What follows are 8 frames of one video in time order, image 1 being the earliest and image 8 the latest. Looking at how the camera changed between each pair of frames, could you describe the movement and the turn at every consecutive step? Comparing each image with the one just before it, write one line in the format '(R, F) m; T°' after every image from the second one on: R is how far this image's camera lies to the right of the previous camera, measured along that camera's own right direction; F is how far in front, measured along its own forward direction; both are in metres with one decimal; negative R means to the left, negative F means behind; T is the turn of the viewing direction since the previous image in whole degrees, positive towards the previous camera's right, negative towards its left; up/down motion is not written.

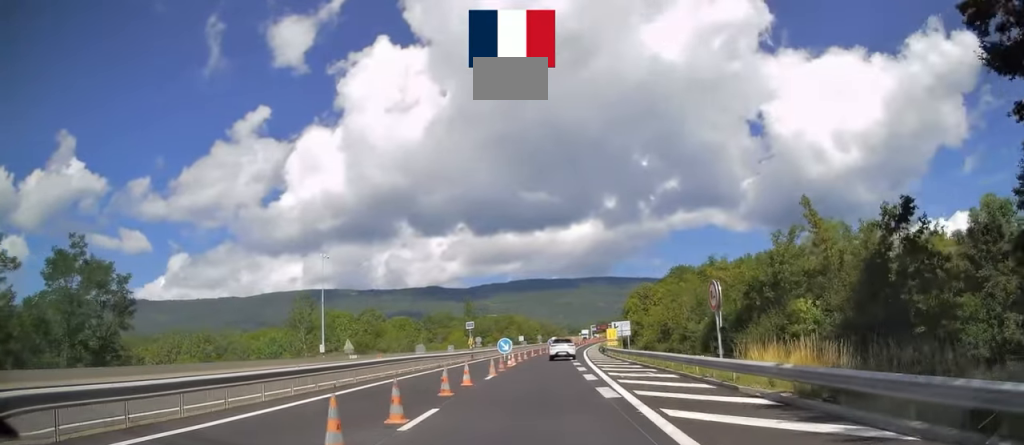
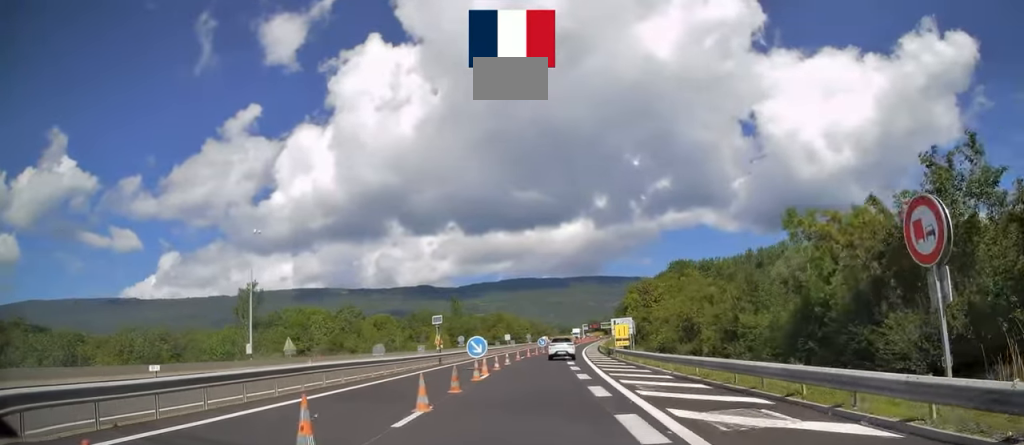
(+0.1, +12.5) m; +1°
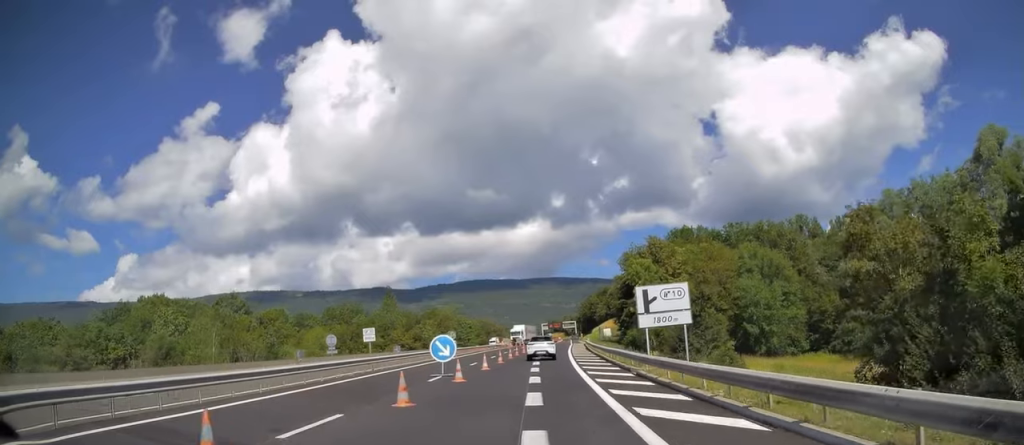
(+1.6, +53.7) m; +3°
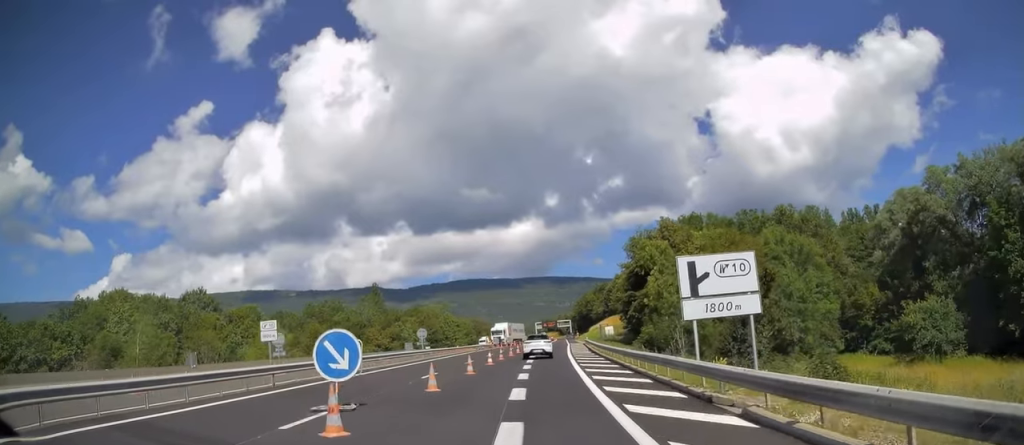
(+0.1, +12.2) m; +1°
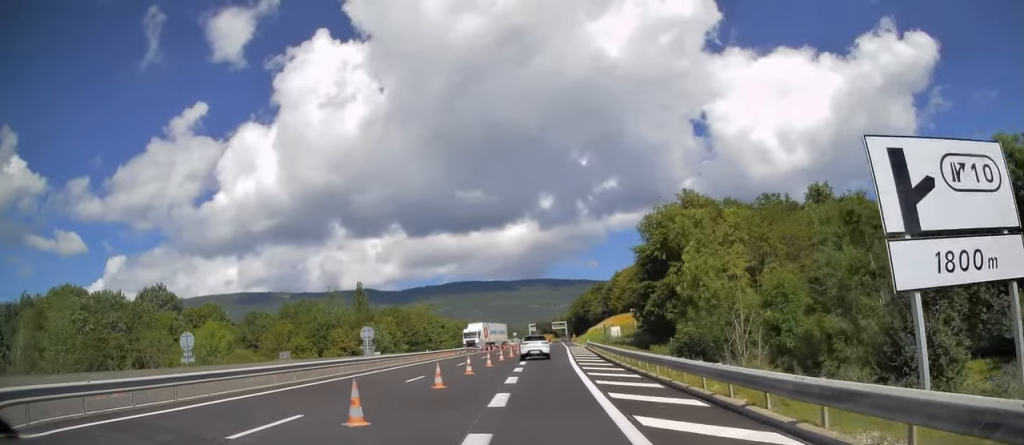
(+0.1, +14.0) m; +1°
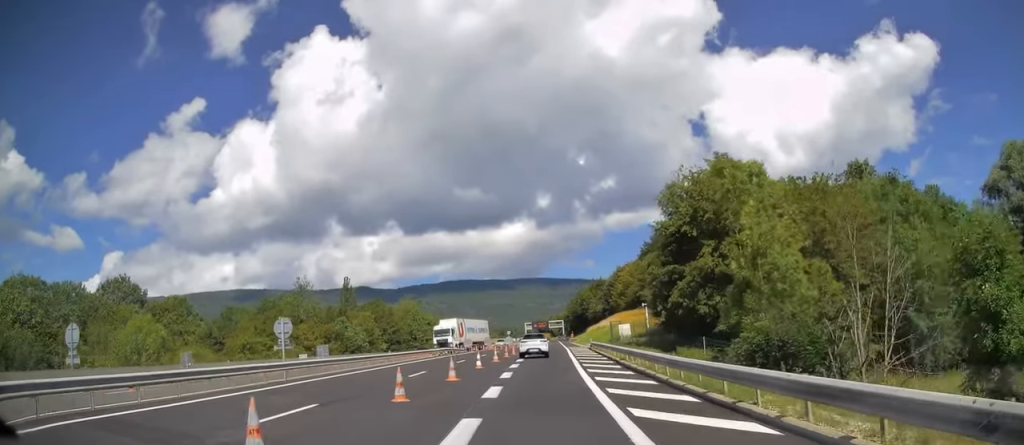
(0.0, +11.3) m; +1°
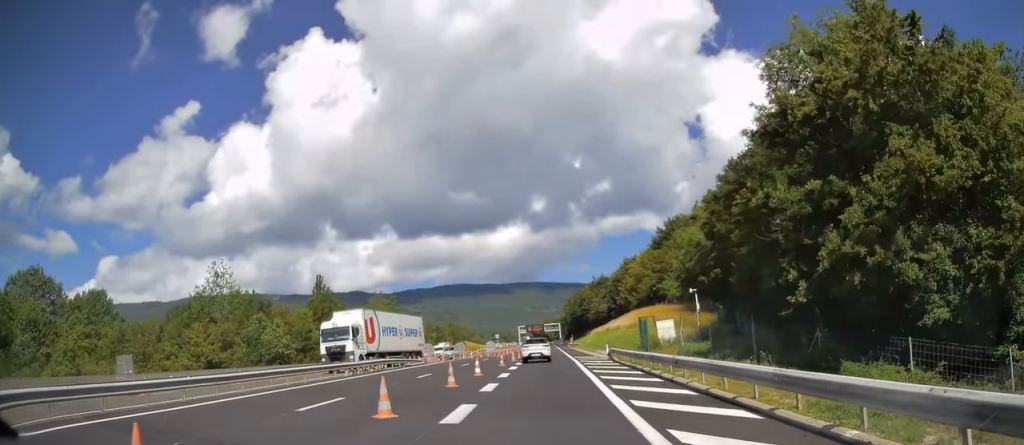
(+0.3, +23.1) m; 0°
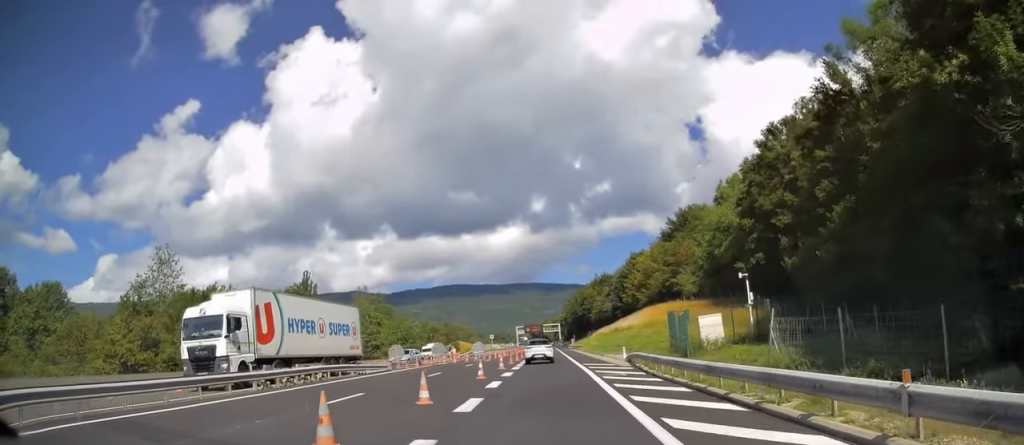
(-0.1, +11.0) m; 0°
